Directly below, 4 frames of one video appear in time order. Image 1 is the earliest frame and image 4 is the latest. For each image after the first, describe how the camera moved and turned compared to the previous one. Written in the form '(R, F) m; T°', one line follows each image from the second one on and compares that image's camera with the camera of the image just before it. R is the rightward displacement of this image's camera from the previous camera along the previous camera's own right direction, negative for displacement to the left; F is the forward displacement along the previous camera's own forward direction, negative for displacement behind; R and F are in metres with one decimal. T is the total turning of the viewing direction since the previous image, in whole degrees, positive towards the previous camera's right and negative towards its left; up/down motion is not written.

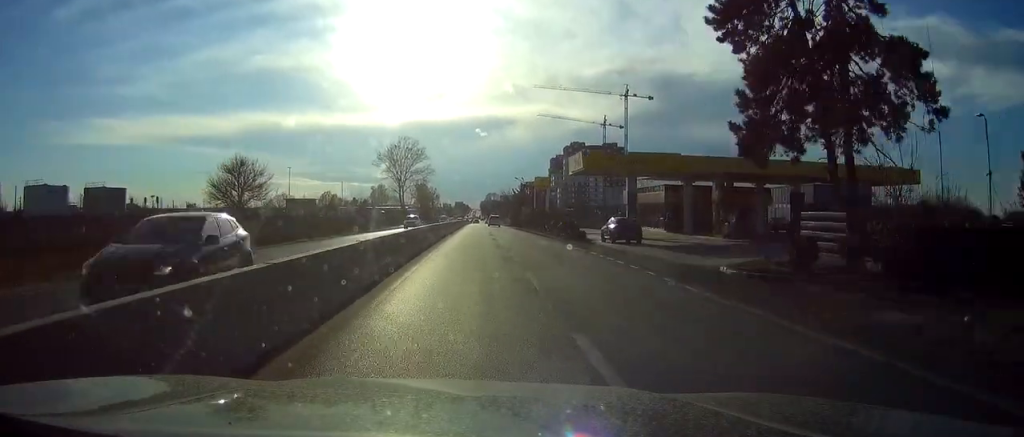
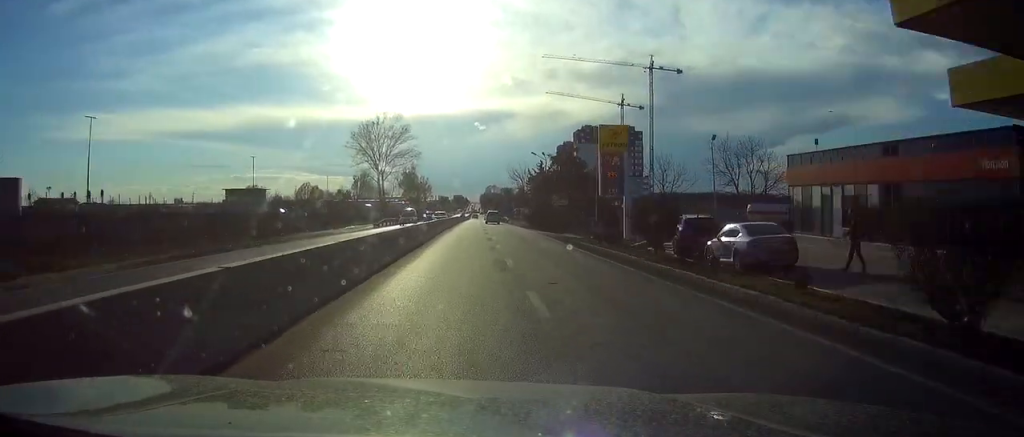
(+0.1, +48.3) m; 0°
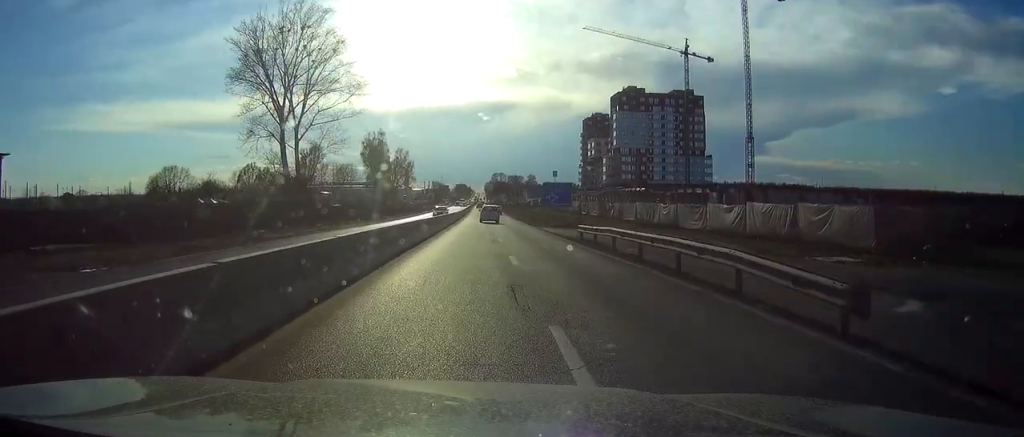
(-0.9, +96.7) m; -1°
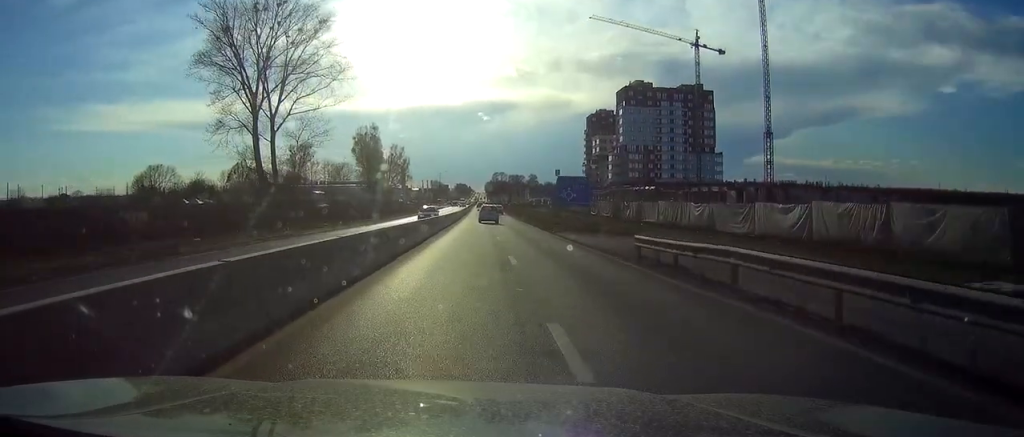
(-0.1, +11.9) m; 0°
